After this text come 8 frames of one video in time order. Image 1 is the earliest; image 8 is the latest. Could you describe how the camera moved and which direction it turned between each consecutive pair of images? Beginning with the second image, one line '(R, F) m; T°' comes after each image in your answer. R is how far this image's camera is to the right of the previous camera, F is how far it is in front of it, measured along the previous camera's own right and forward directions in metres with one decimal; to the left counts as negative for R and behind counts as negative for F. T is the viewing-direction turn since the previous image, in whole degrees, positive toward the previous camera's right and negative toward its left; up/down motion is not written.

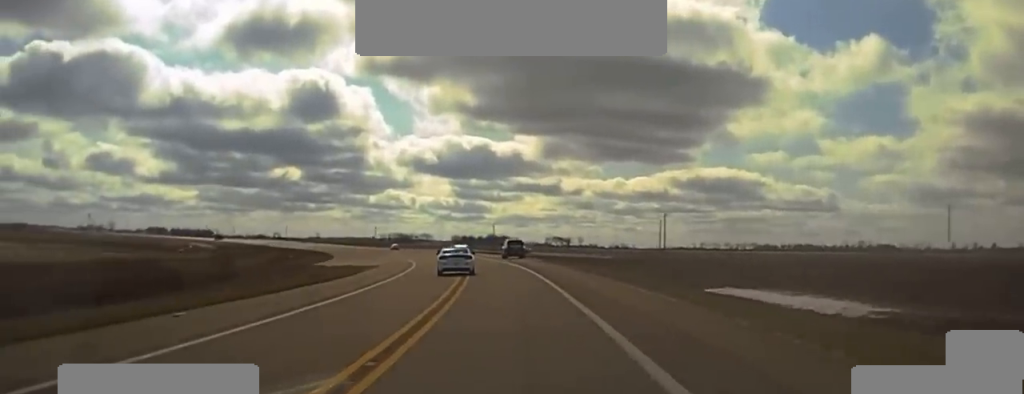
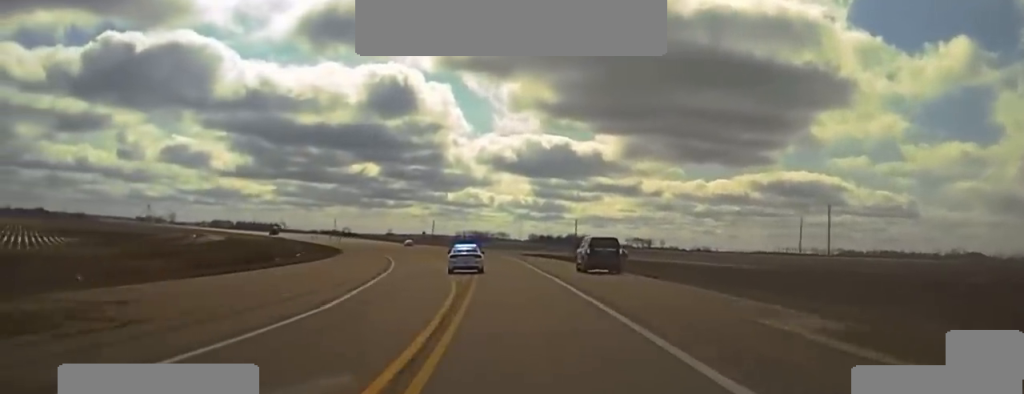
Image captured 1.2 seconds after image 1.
(-2.9, +67.0) m; -5°
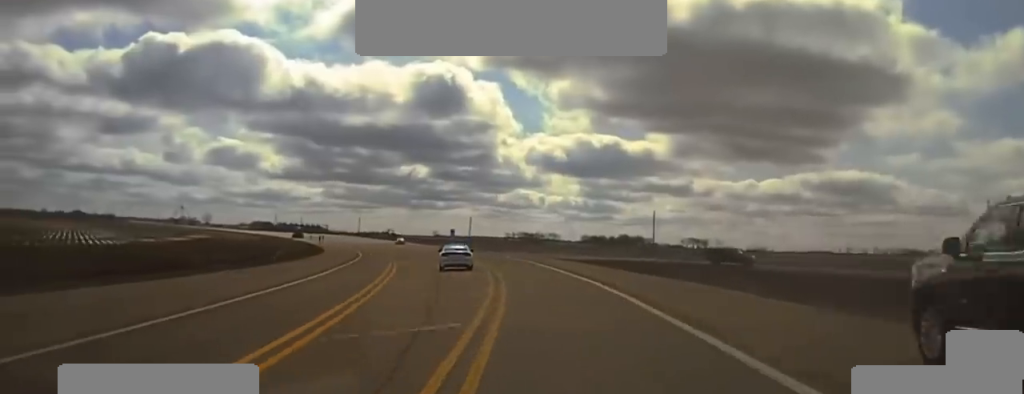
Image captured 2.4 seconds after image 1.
(-2.0, +62.7) m; -4°
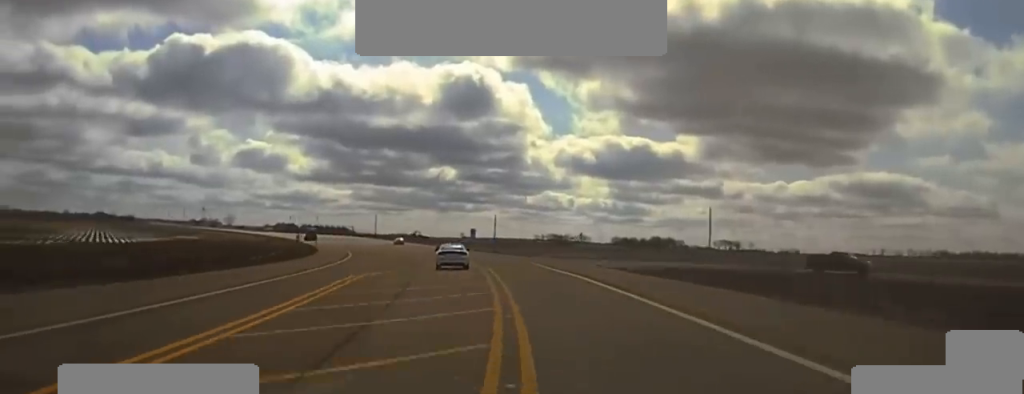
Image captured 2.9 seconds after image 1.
(-0.6, +28.5) m; -2°
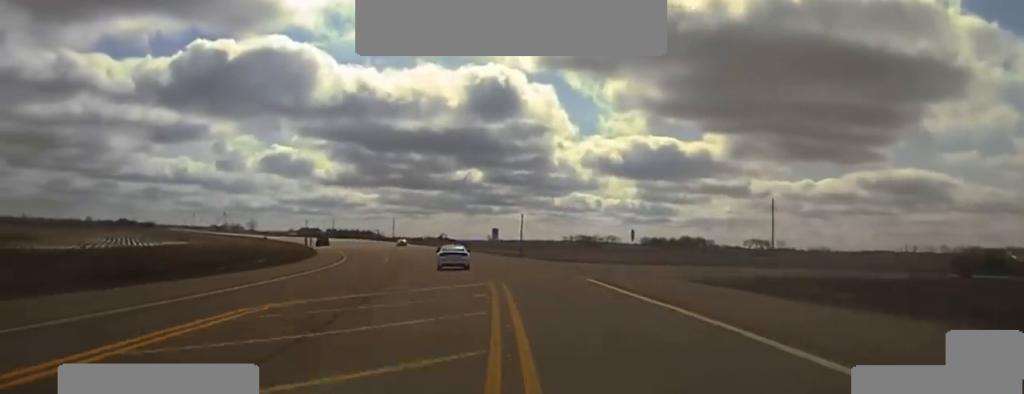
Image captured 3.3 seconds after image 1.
(-0.1, +22.9) m; -2°
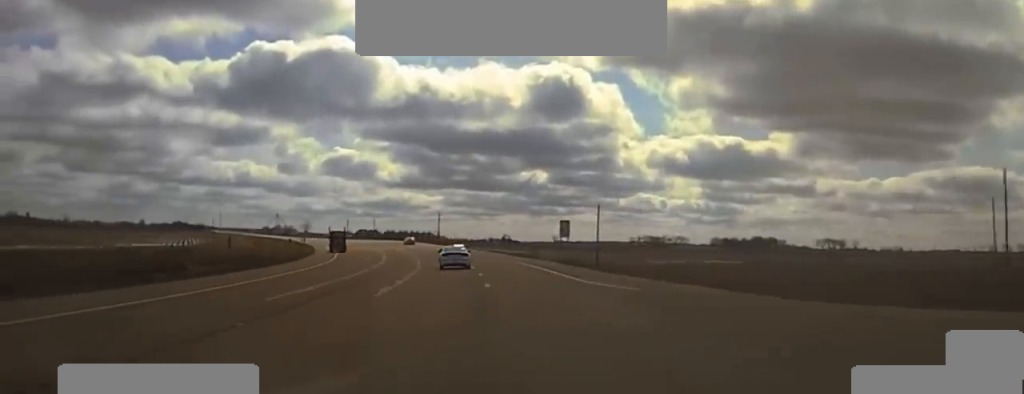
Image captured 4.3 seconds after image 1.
(-2.0, +49.7) m; -4°
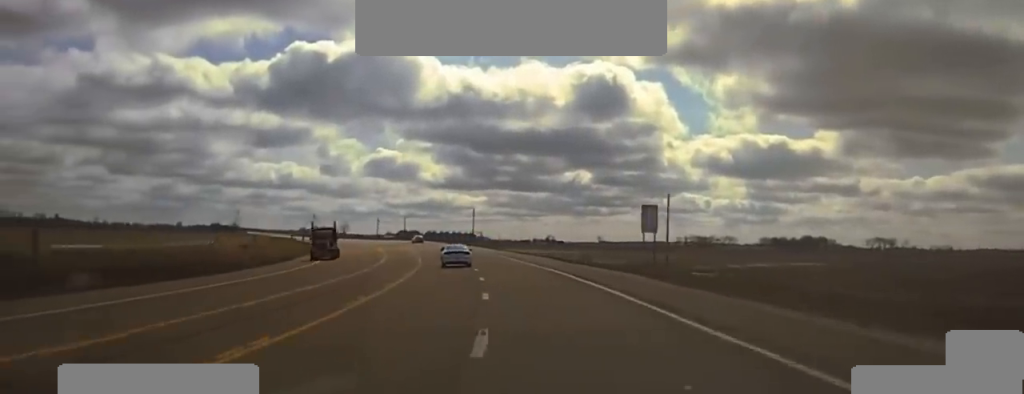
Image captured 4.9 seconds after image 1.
(-0.8, +29.9) m; -3°
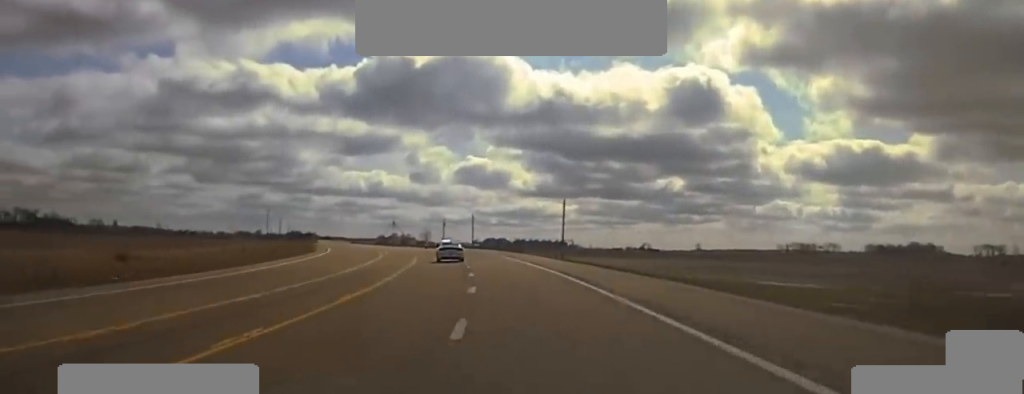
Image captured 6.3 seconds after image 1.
(-3.0, +64.8) m; -5°
